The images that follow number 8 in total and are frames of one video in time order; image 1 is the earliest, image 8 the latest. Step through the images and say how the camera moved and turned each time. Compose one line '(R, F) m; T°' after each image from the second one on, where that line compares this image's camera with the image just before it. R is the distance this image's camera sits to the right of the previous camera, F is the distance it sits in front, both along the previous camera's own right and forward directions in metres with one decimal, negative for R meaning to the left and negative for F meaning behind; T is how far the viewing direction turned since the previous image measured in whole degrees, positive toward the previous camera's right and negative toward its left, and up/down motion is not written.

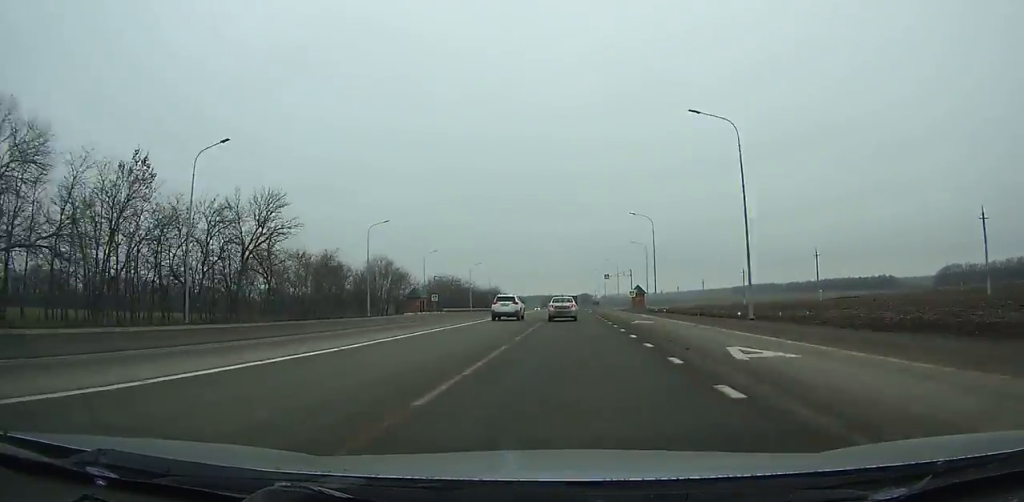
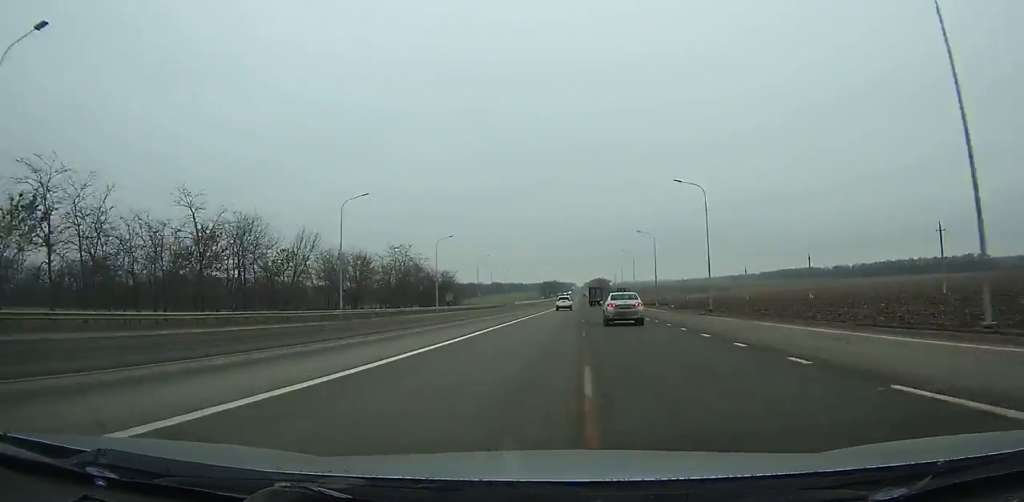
(-1.3, +166.6) m; 0°
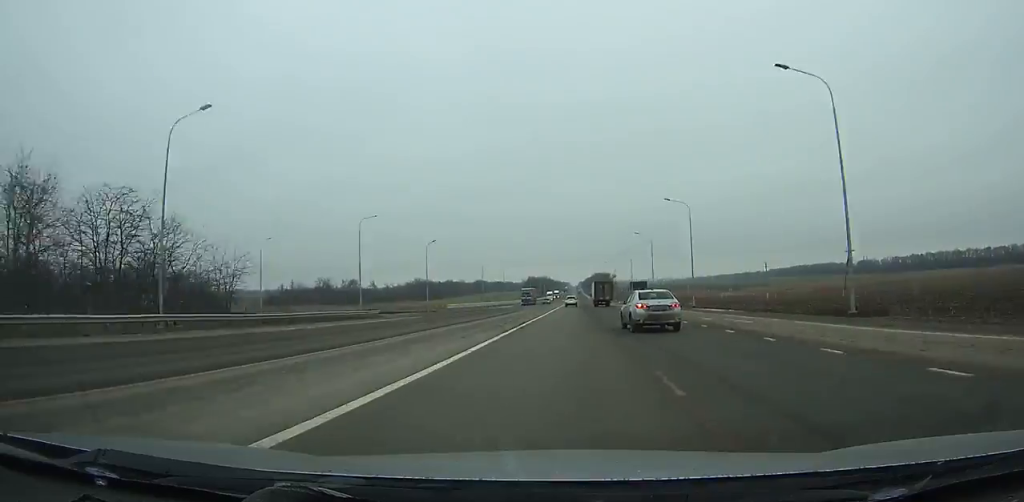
(+0.6, +107.7) m; 0°
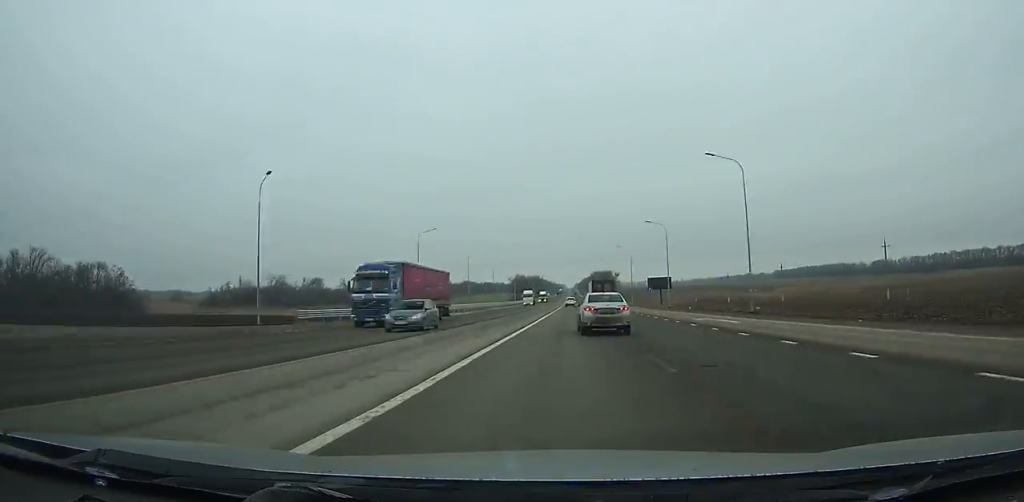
(+0.1, +57.9) m; 0°
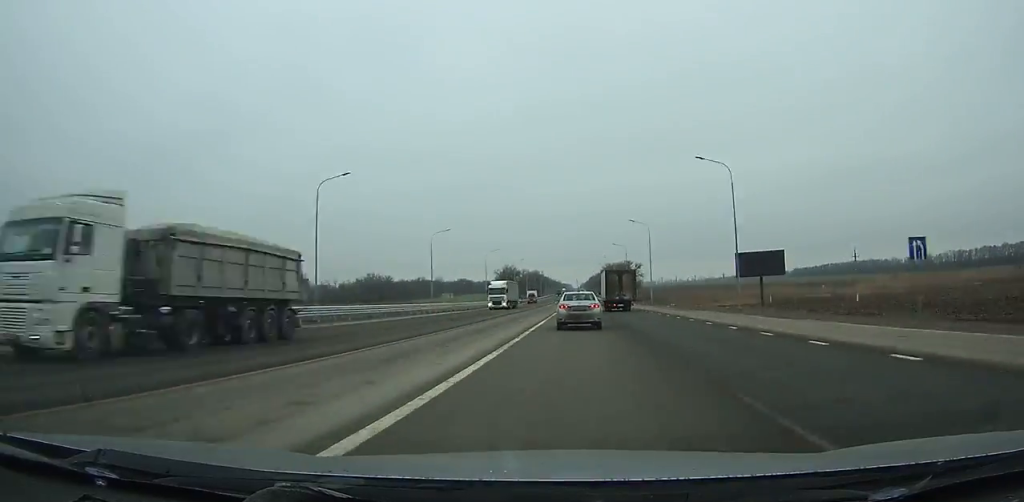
(0.0, +78.0) m; 0°
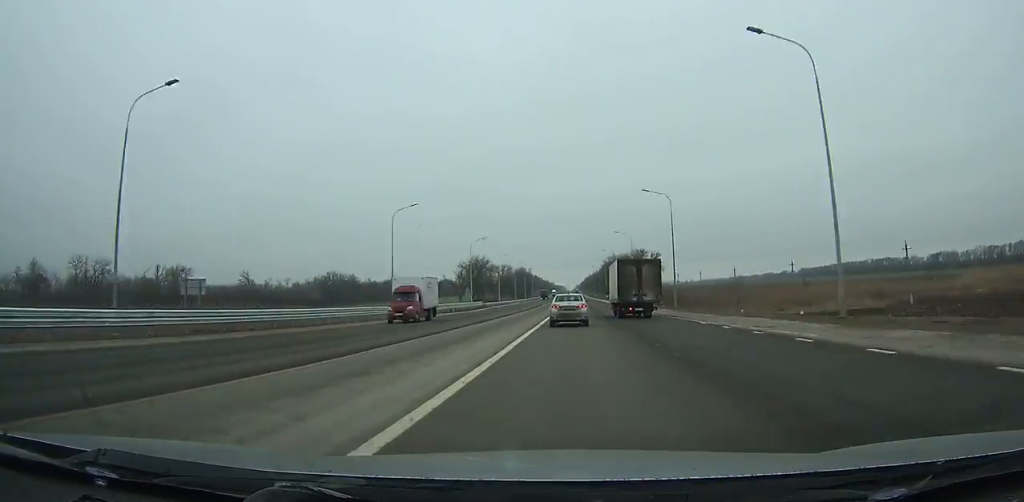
(+0.2, +64.2) m; 0°
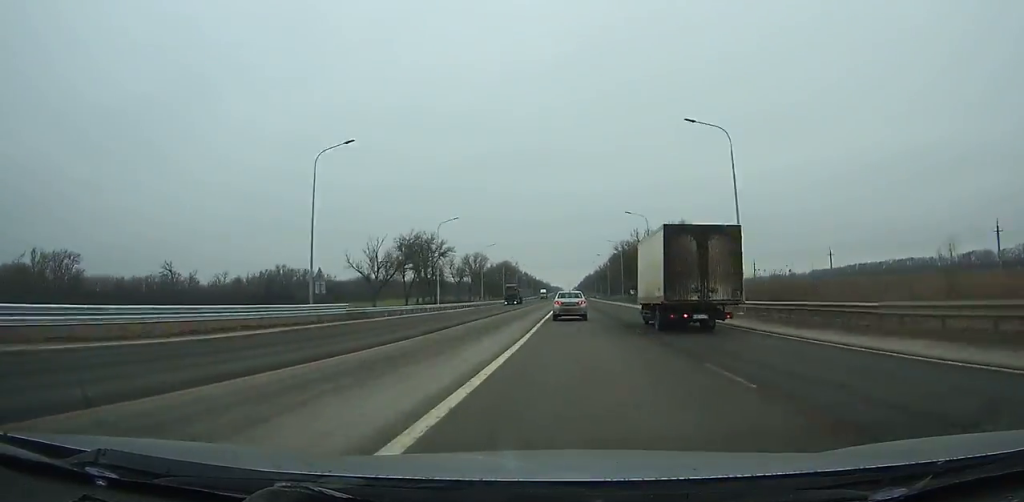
(0.0, +64.9) m; 0°
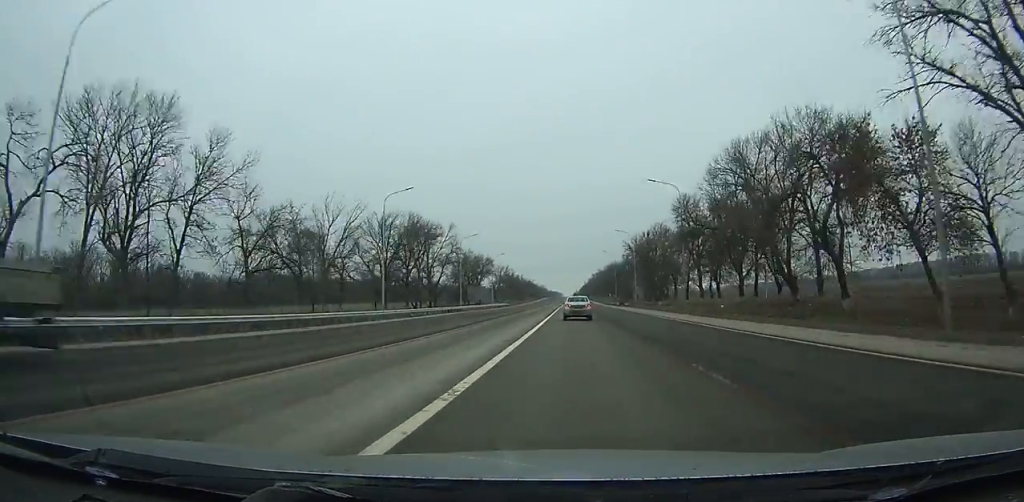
(+0.1, +143.9) m; 0°
